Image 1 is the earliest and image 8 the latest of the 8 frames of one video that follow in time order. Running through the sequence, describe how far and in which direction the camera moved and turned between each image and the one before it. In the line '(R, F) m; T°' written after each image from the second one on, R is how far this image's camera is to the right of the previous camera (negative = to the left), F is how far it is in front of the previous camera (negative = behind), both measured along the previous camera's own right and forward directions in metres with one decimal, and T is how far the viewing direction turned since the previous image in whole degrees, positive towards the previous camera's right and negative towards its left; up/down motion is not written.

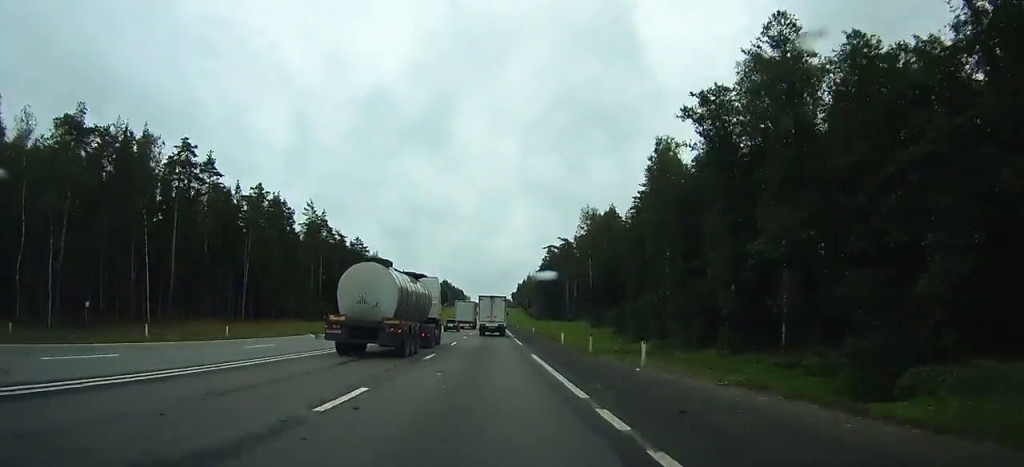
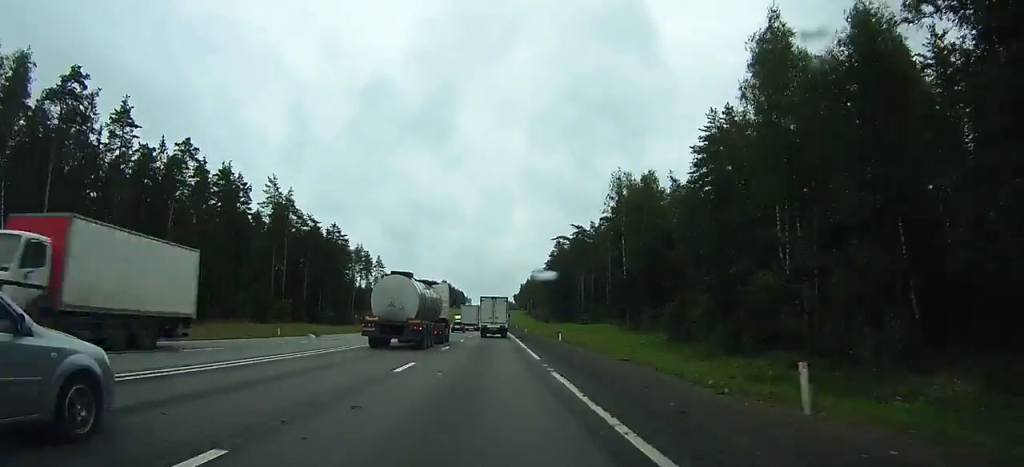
(+0.2, +33.2) m; 0°
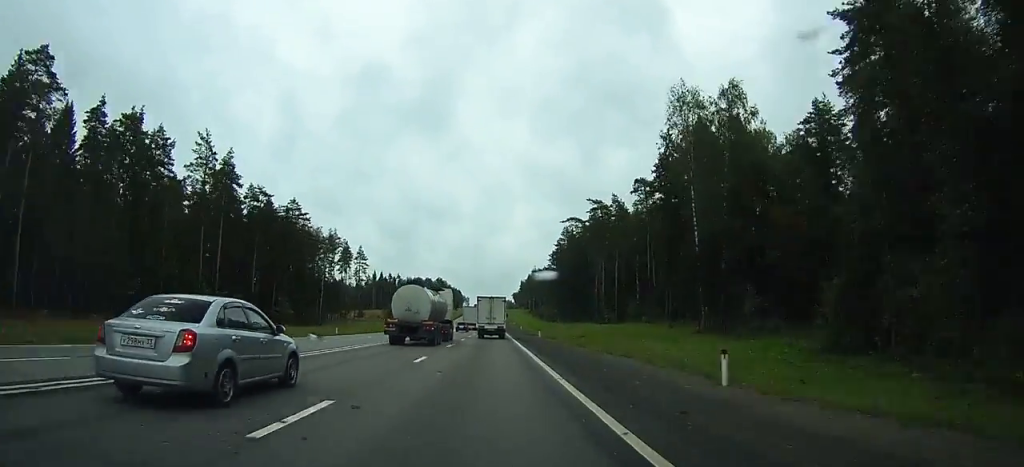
(+0.1, +37.6) m; 0°
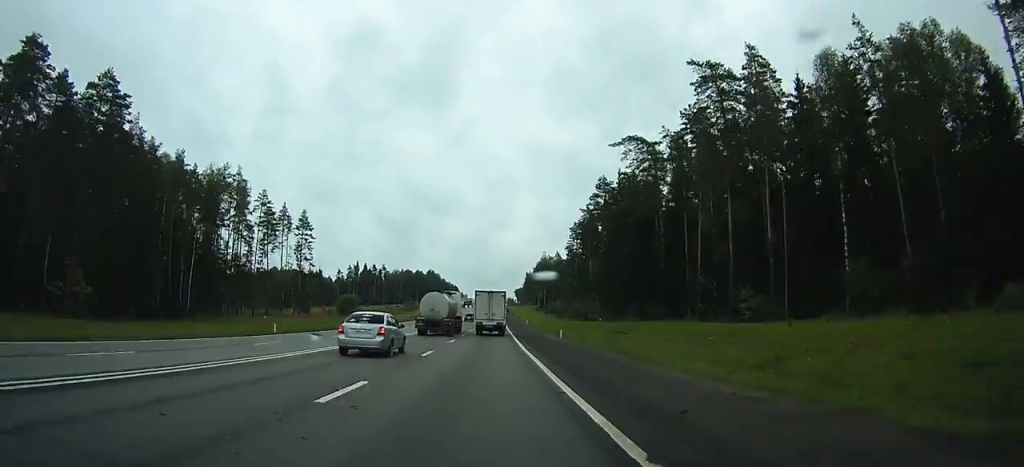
(-0.4, +76.4) m; -1°
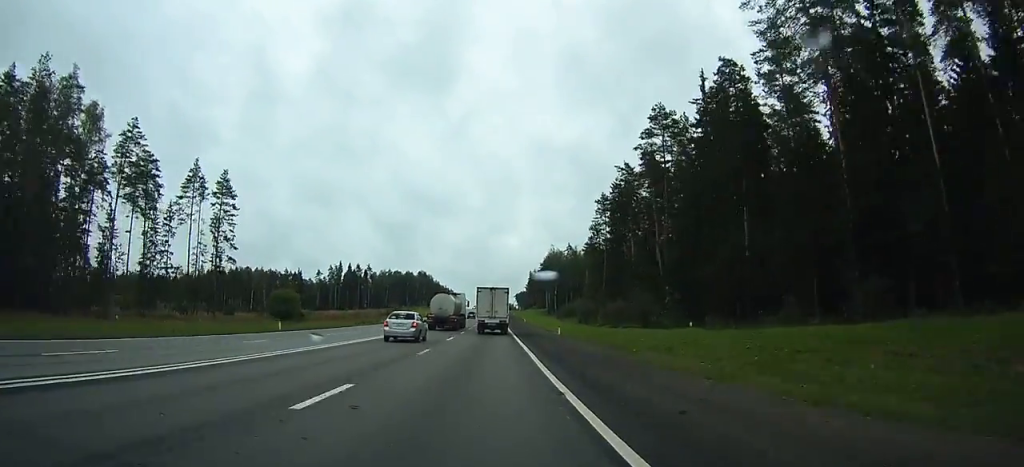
(-0.2, +50.6) m; 0°
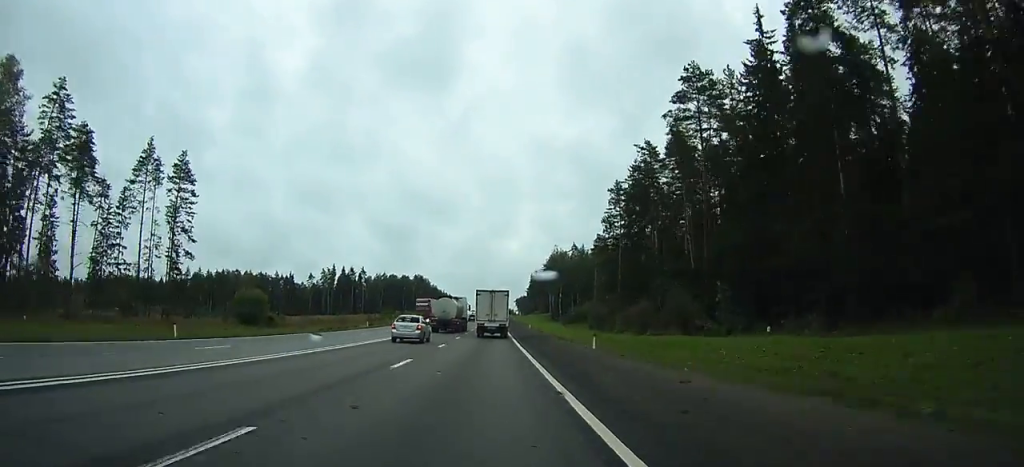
(-0.1, +16.6) m; 0°
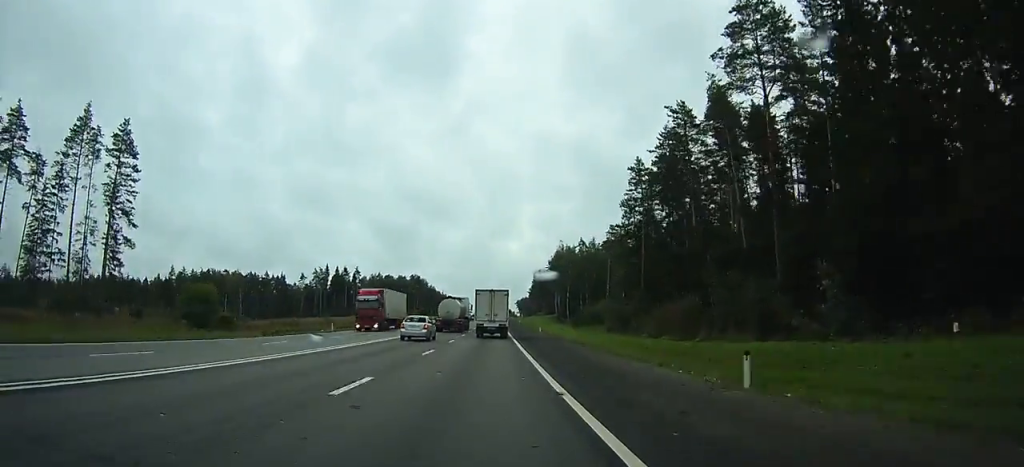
(+0.2, +17.7) m; 0°
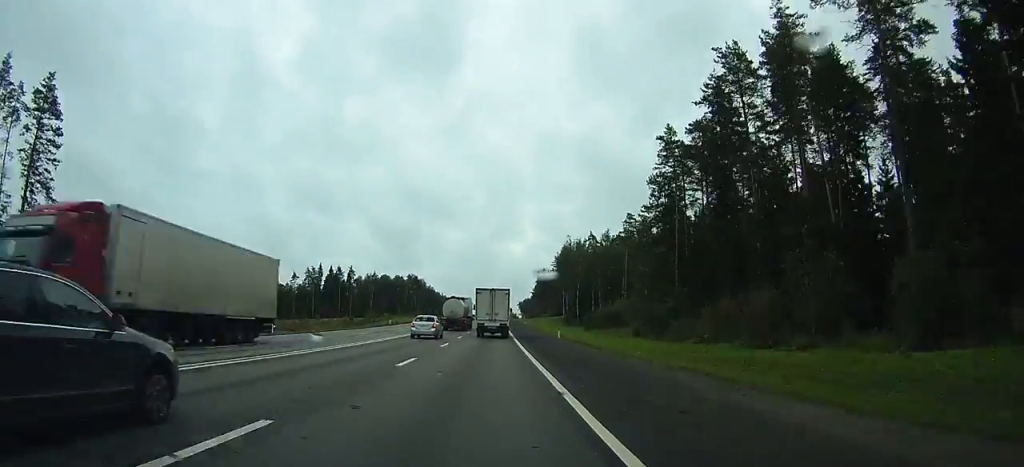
(+0.1, +17.6) m; 0°
